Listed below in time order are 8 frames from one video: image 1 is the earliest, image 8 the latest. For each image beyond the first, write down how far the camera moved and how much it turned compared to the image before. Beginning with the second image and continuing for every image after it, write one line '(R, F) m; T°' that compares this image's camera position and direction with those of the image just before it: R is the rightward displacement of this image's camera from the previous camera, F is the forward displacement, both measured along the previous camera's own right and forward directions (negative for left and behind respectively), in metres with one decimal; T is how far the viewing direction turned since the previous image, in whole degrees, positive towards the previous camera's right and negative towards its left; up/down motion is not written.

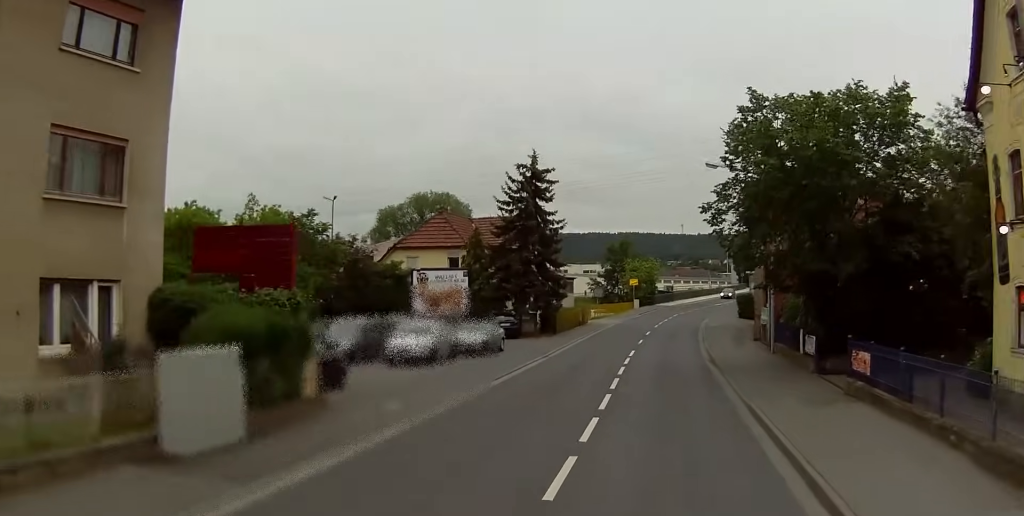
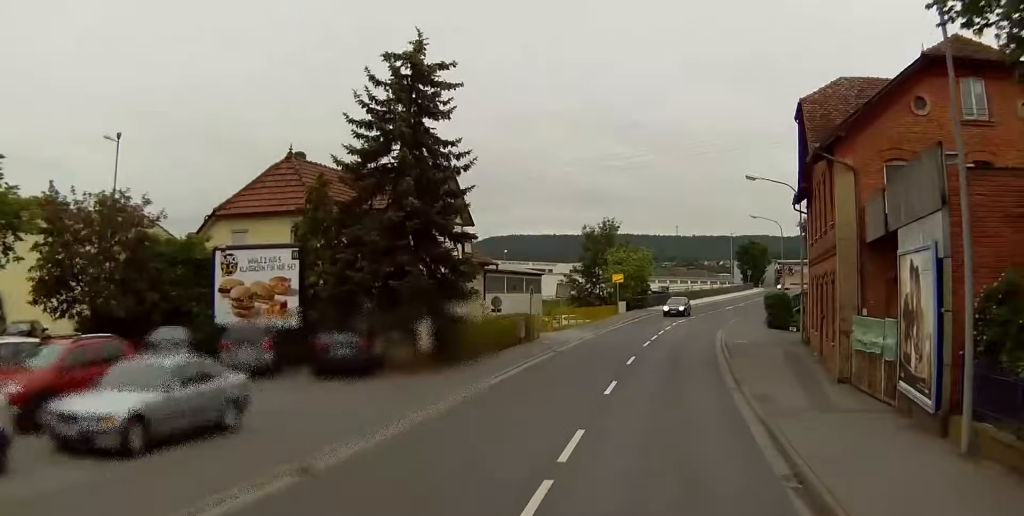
(0.0, +21.9) m; 0°
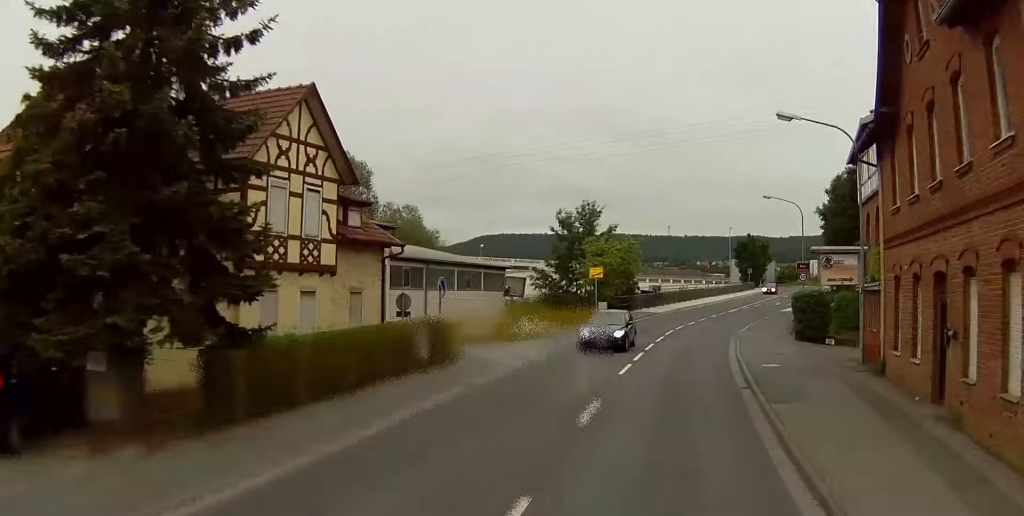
(+0.1, +12.8) m; +2°
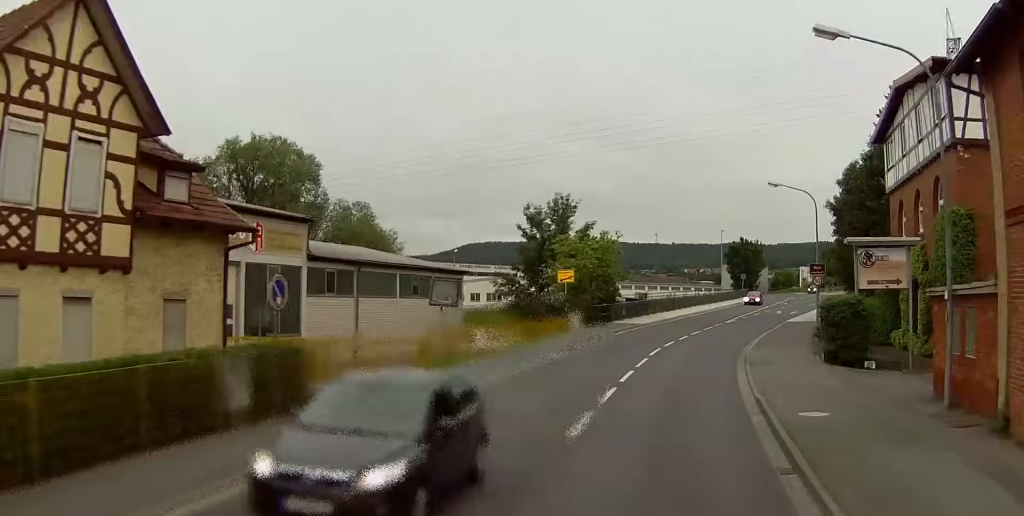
(+0.3, +8.6) m; +3°
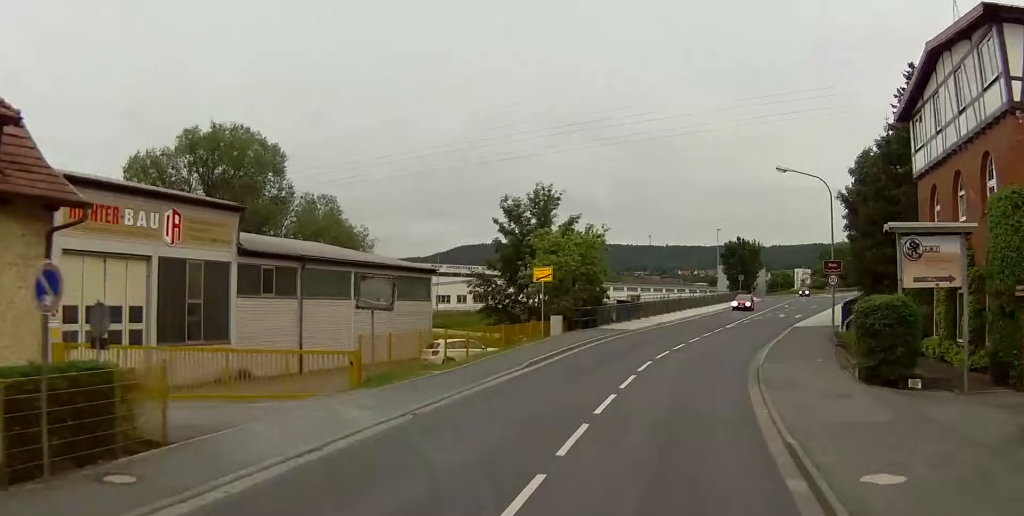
(+0.1, +5.3) m; +1°
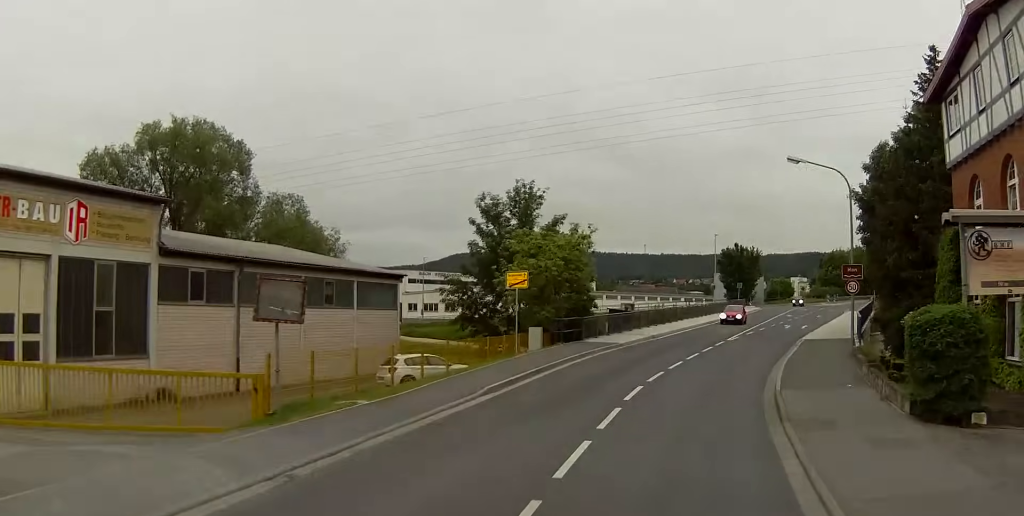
(0.0, +4.6) m; +1°
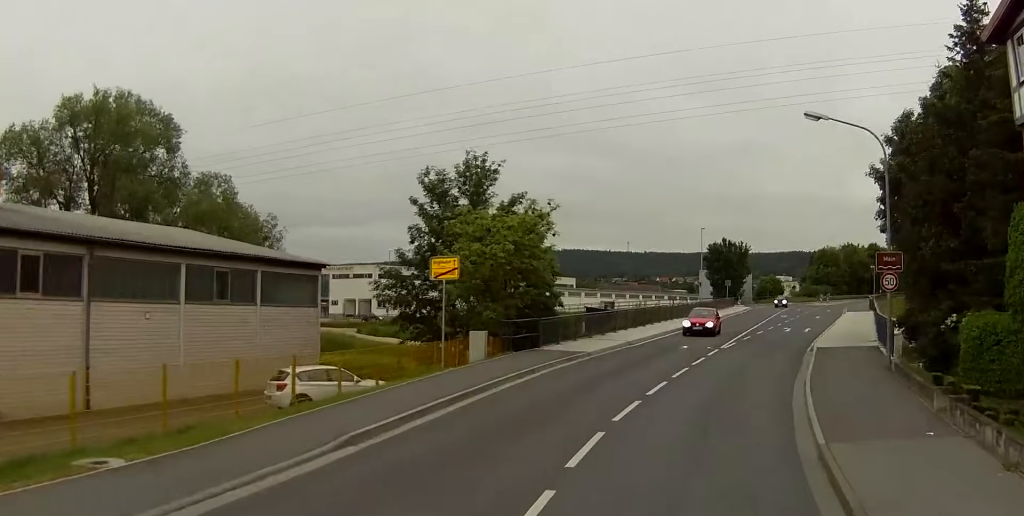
(0.0, +7.3) m; 0°
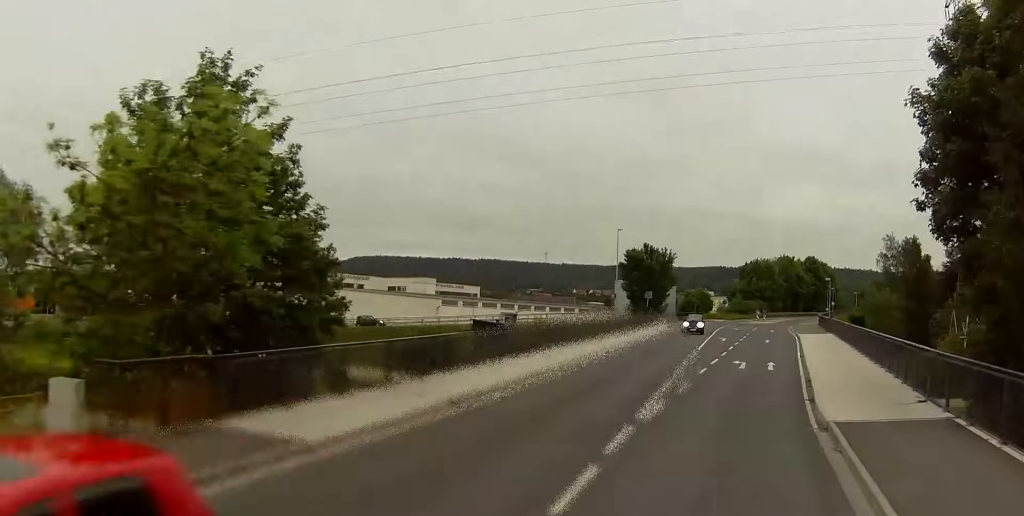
(0.0, +16.6) m; 0°
